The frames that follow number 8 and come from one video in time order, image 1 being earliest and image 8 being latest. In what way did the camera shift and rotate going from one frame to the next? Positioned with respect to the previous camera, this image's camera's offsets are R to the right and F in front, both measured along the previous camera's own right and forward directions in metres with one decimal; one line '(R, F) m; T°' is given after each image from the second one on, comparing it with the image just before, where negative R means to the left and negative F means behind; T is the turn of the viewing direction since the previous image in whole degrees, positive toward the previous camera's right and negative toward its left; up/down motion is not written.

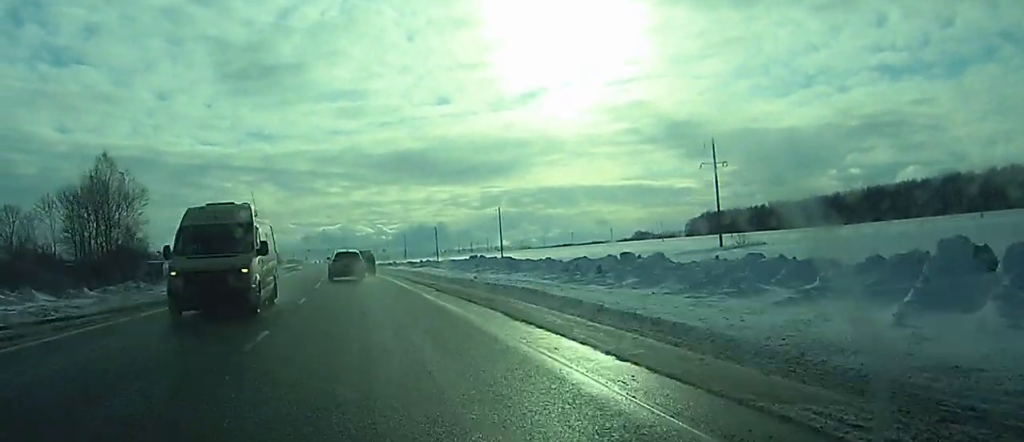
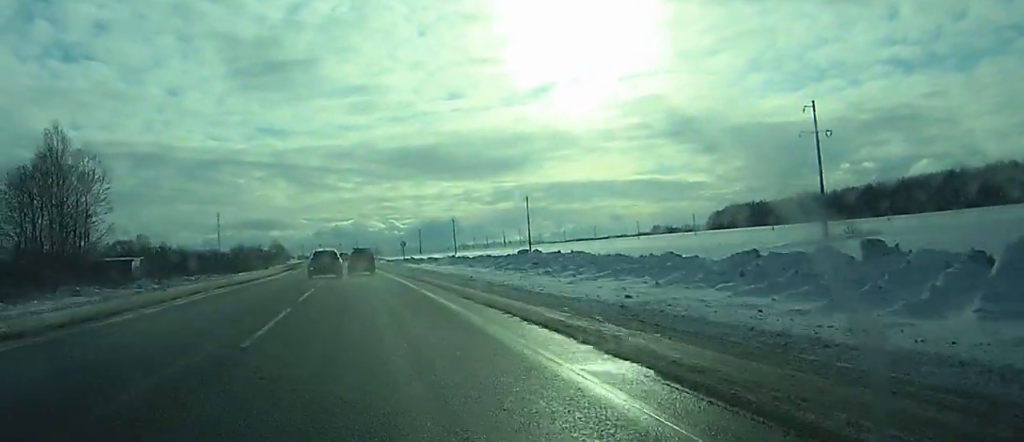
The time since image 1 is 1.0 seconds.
(-0.1, +23.9) m; -1°
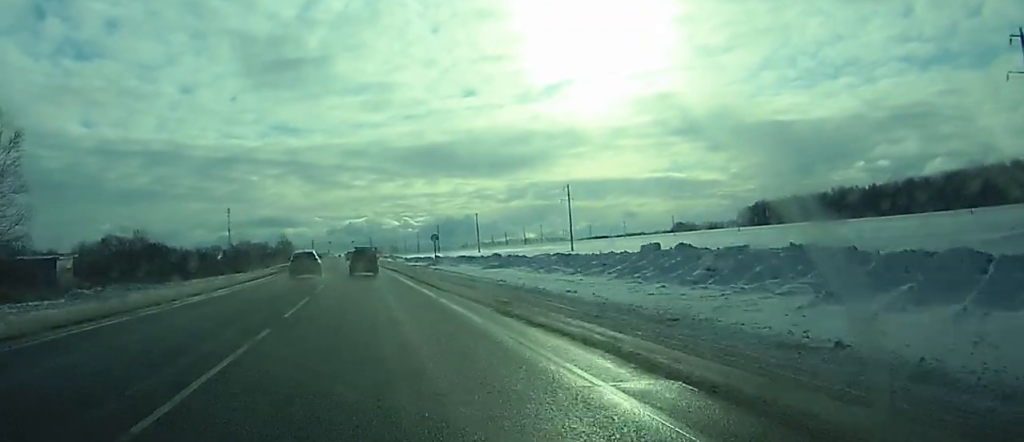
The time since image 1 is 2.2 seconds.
(-0.3, +30.0) m; -1°
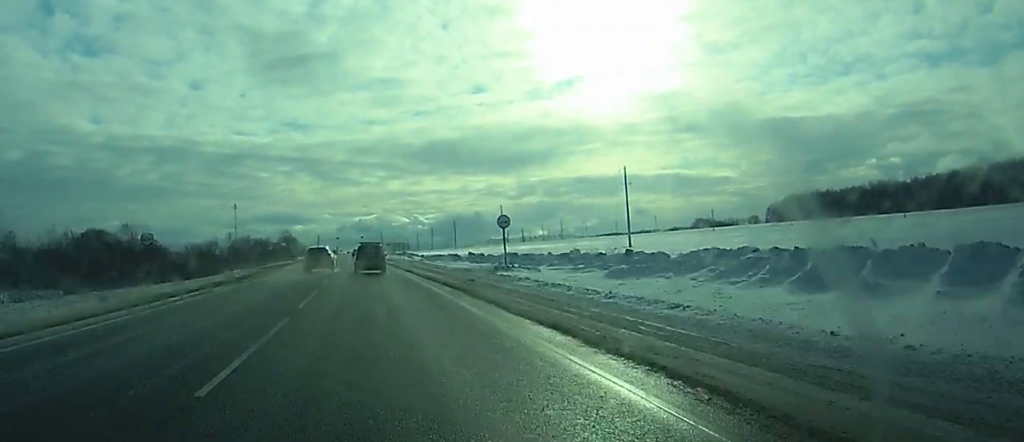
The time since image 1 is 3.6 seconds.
(-0.4, +33.5) m; -1°
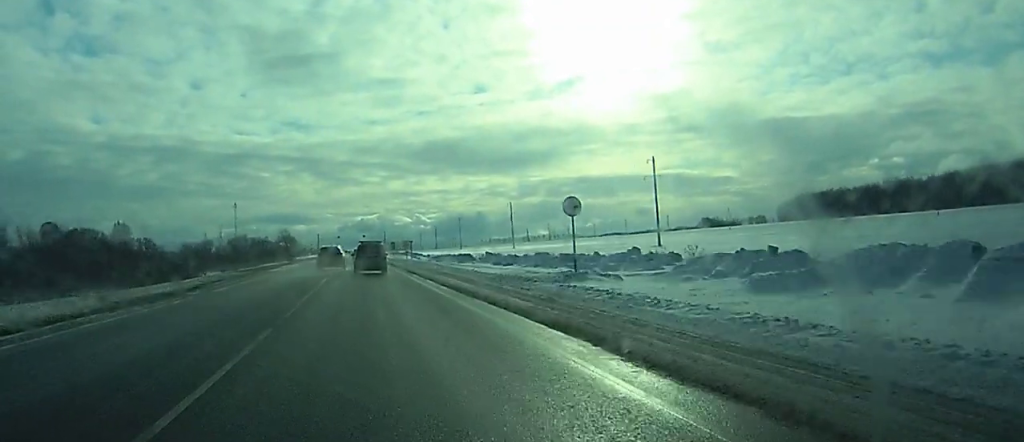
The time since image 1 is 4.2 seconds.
(-0.1, +14.2) m; -1°
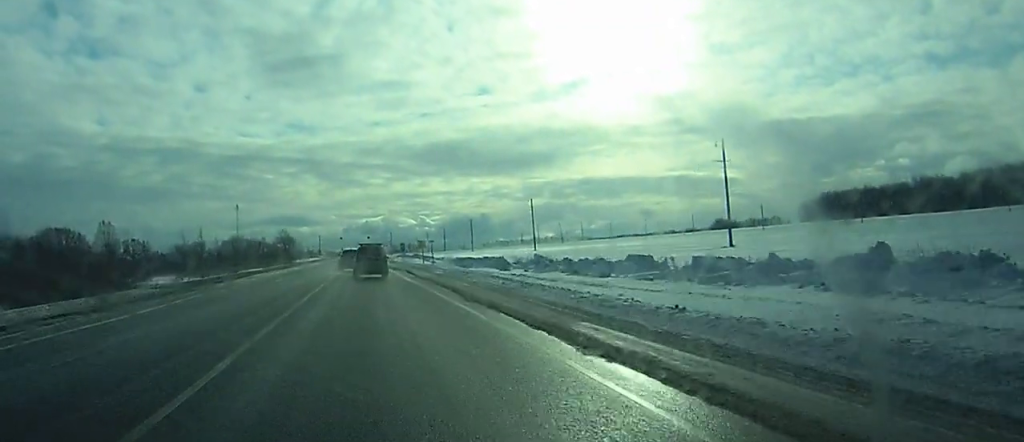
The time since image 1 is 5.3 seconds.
(-0.2, +25.9) m; 0°
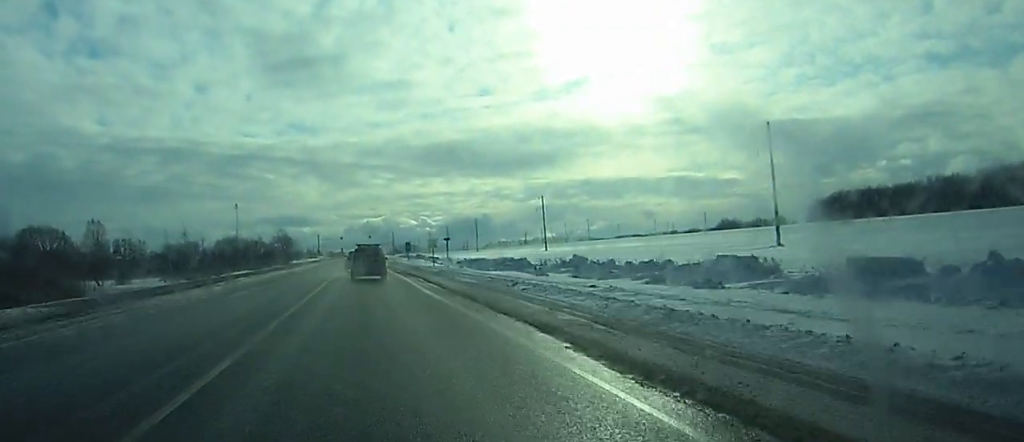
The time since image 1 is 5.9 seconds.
(0.0, +13.3) m; 0°
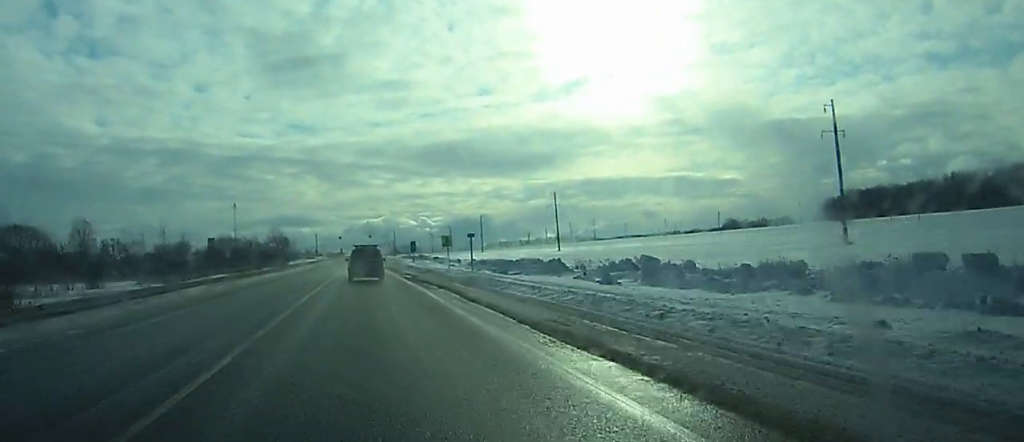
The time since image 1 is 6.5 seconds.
(0.0, +14.8) m; 0°
